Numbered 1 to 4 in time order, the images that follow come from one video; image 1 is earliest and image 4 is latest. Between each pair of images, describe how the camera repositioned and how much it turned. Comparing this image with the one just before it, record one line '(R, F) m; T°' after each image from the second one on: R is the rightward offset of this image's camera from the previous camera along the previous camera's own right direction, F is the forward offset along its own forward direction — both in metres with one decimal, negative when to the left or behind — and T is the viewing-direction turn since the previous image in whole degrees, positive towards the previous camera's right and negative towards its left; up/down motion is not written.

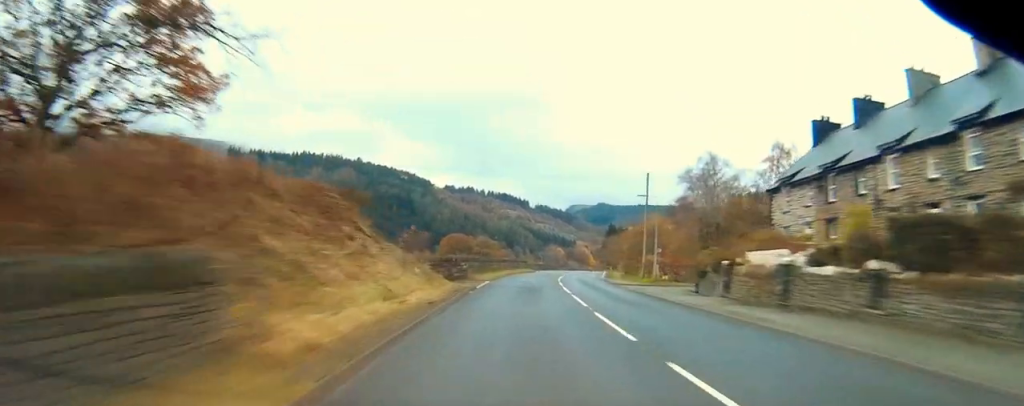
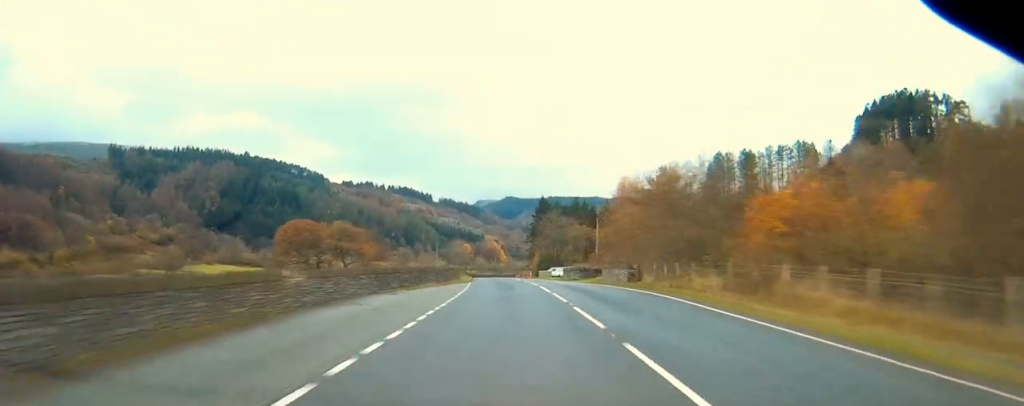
(+6.6, +95.9) m; +7°
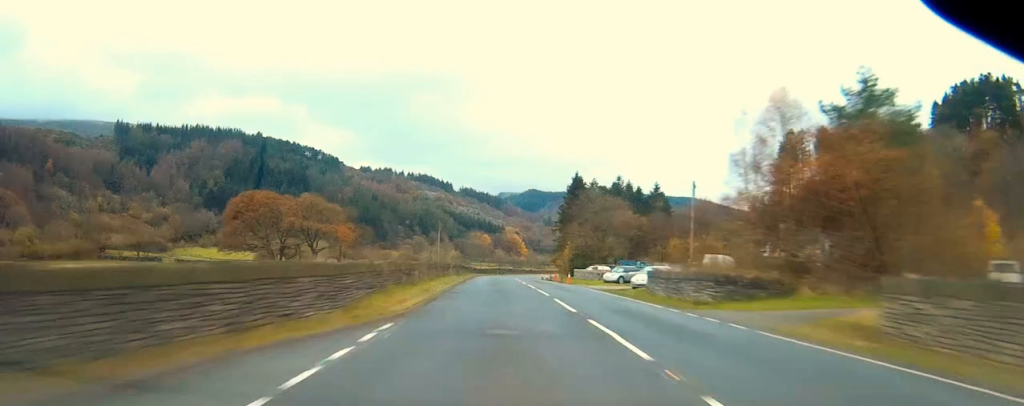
(-0.1, +40.2) m; -1°
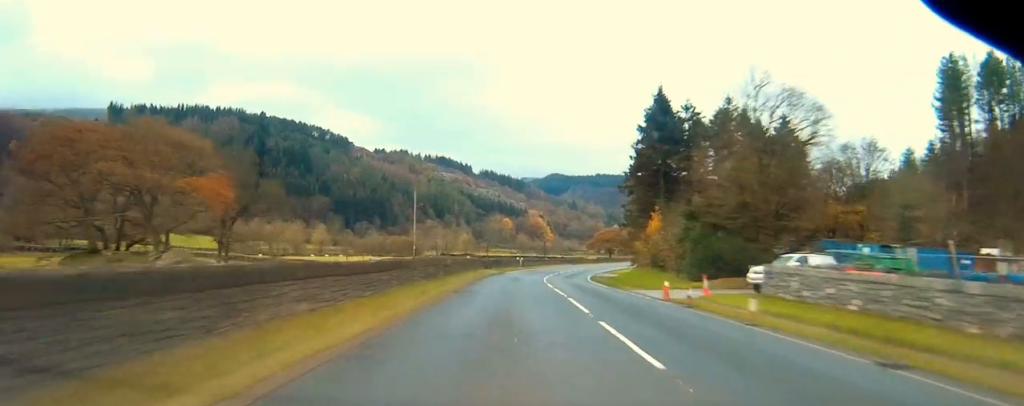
(-1.7, +63.6) m; -2°
